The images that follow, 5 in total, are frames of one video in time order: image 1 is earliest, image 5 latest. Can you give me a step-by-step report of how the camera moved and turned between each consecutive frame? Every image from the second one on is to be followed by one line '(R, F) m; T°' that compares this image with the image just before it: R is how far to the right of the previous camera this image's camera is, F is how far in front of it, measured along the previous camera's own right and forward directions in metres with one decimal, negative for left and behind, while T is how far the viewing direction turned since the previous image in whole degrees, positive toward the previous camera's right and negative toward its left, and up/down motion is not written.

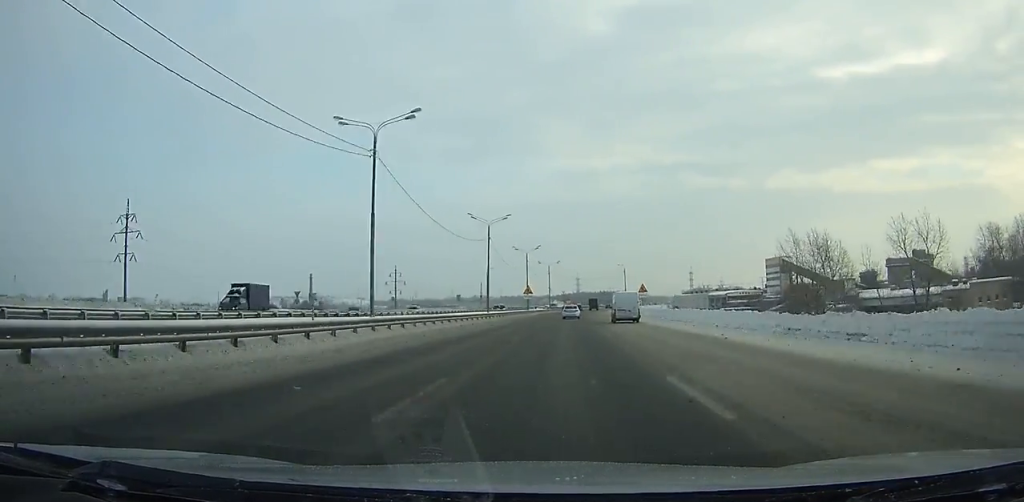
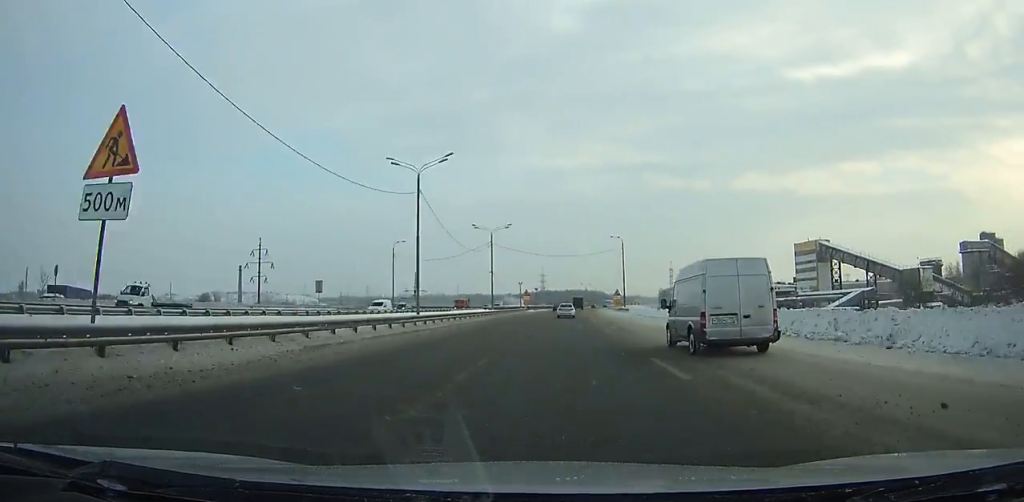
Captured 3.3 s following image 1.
(+1.8, +74.7) m; +3°
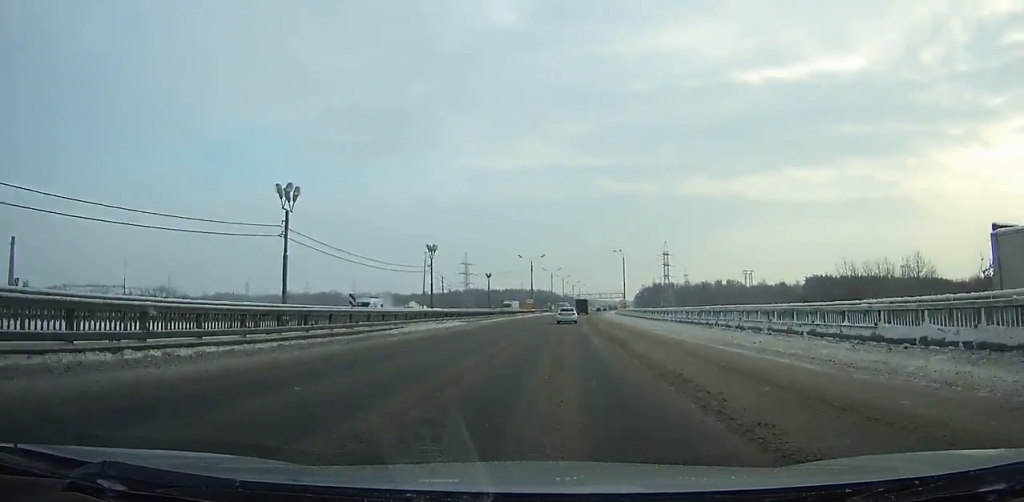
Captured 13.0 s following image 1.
(+11.4, +205.8) m; +6°
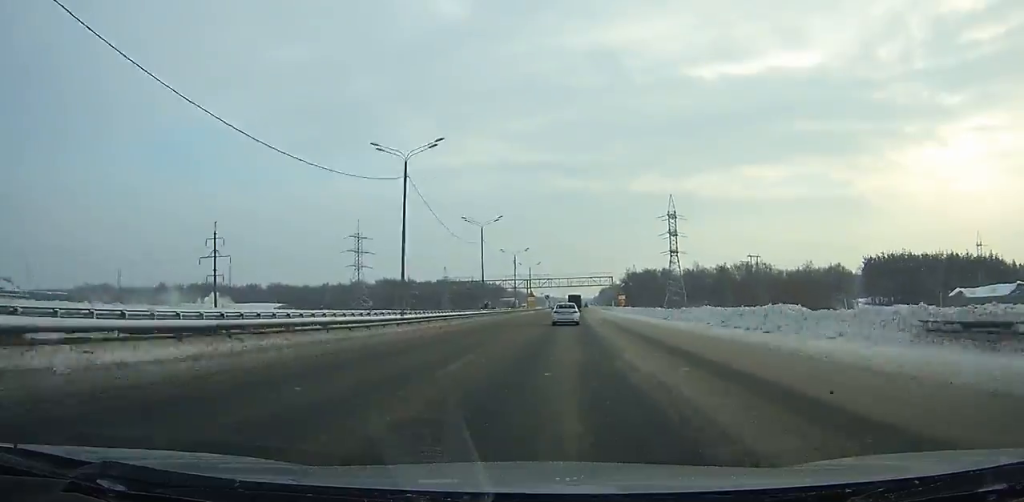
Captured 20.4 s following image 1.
(+5.0, +142.4) m; +4°
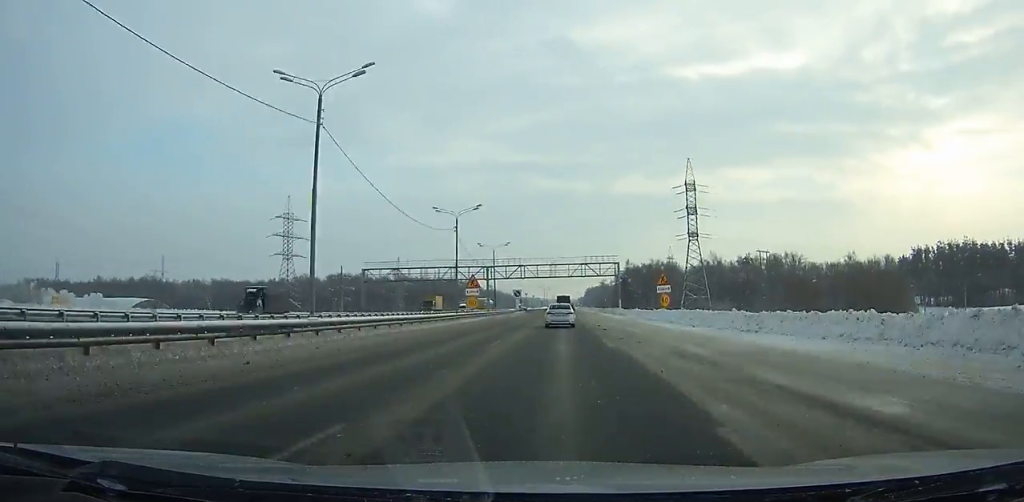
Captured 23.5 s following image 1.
(+0.9, +56.0) m; +2°
